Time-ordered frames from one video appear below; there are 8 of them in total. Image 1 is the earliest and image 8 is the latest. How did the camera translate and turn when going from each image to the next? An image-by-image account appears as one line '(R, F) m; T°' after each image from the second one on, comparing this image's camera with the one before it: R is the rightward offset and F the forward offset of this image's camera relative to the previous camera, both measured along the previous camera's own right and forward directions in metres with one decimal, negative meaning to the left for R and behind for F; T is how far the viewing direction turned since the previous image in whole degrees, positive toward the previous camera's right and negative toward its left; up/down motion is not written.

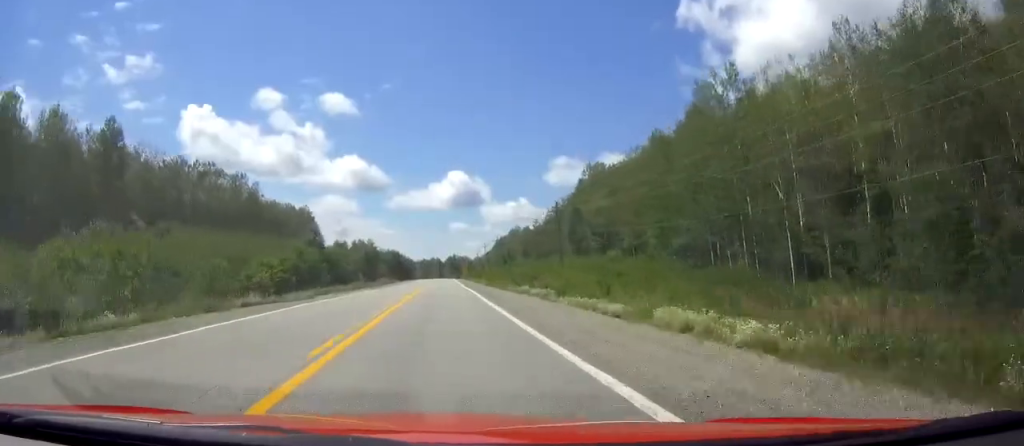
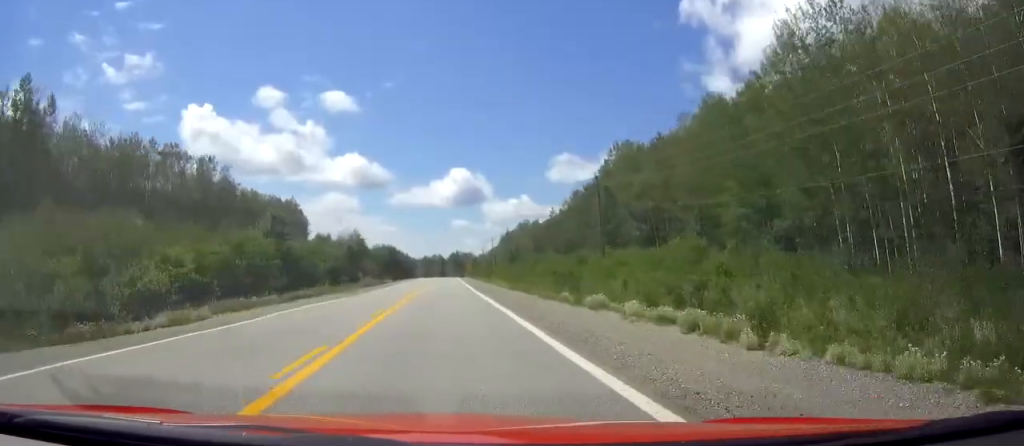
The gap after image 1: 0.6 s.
(0.0, +19.5) m; 0°
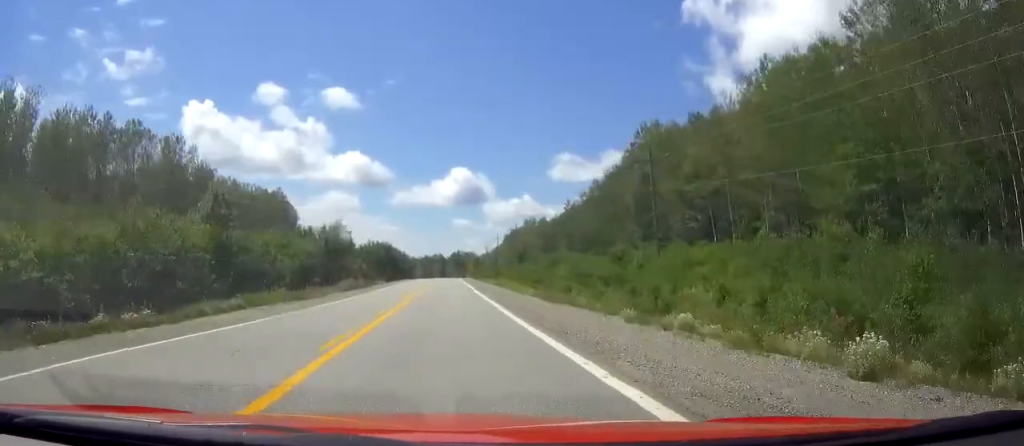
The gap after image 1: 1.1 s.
(0.0, +15.1) m; 0°
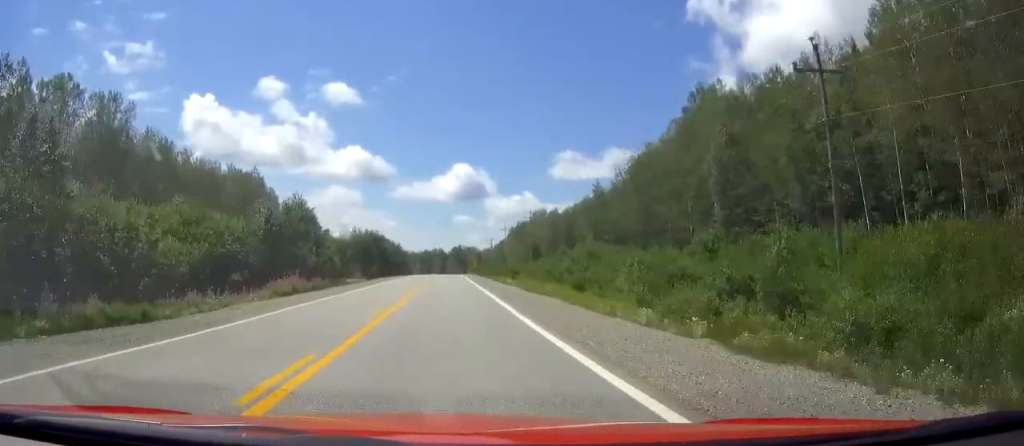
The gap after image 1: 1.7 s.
(0.0, +21.5) m; 0°
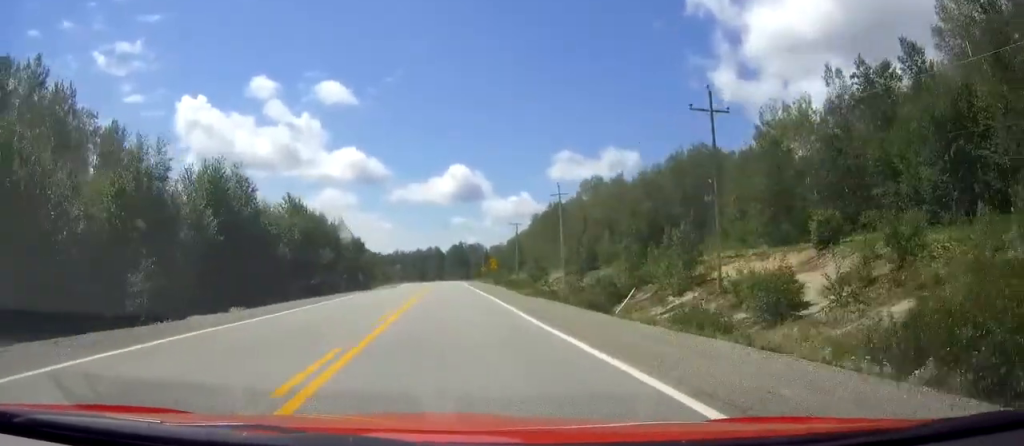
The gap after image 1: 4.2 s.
(-0.3, +78.9) m; 0°
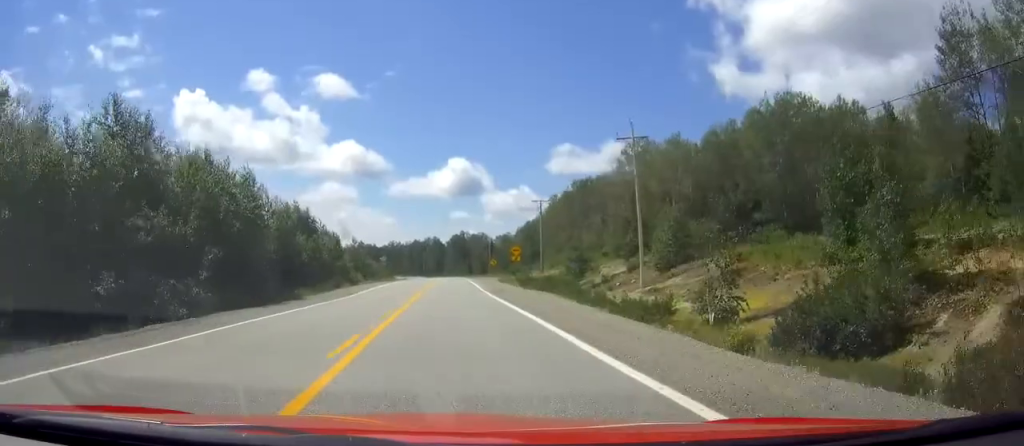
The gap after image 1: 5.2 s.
(+0.1, +32.5) m; 0°
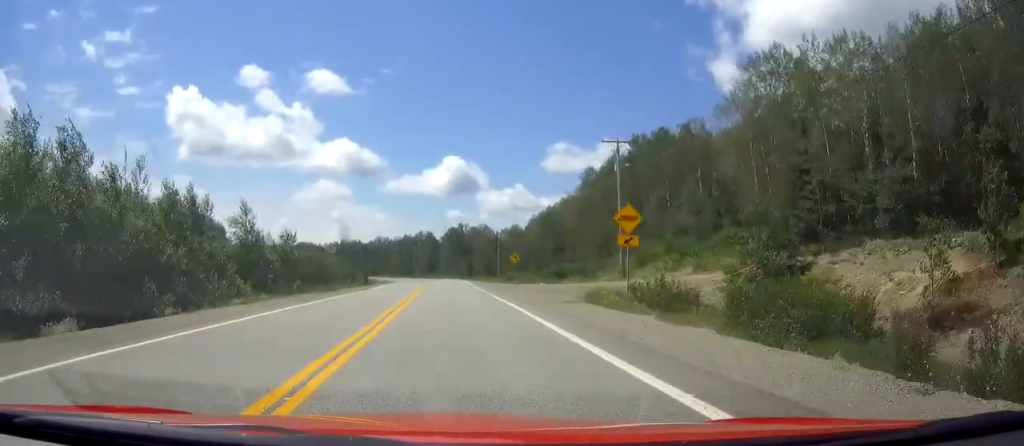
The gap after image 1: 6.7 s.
(0.0, +45.5) m; 0°
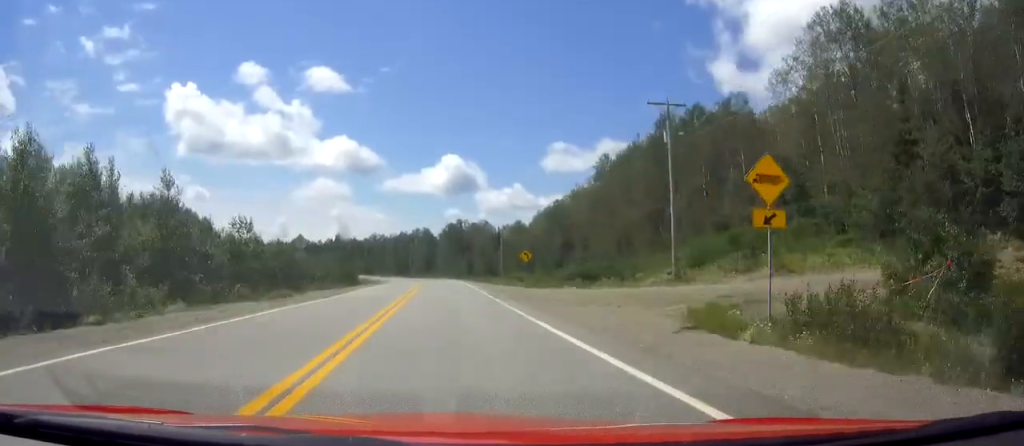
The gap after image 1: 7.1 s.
(0.0, +12.3) m; 0°
